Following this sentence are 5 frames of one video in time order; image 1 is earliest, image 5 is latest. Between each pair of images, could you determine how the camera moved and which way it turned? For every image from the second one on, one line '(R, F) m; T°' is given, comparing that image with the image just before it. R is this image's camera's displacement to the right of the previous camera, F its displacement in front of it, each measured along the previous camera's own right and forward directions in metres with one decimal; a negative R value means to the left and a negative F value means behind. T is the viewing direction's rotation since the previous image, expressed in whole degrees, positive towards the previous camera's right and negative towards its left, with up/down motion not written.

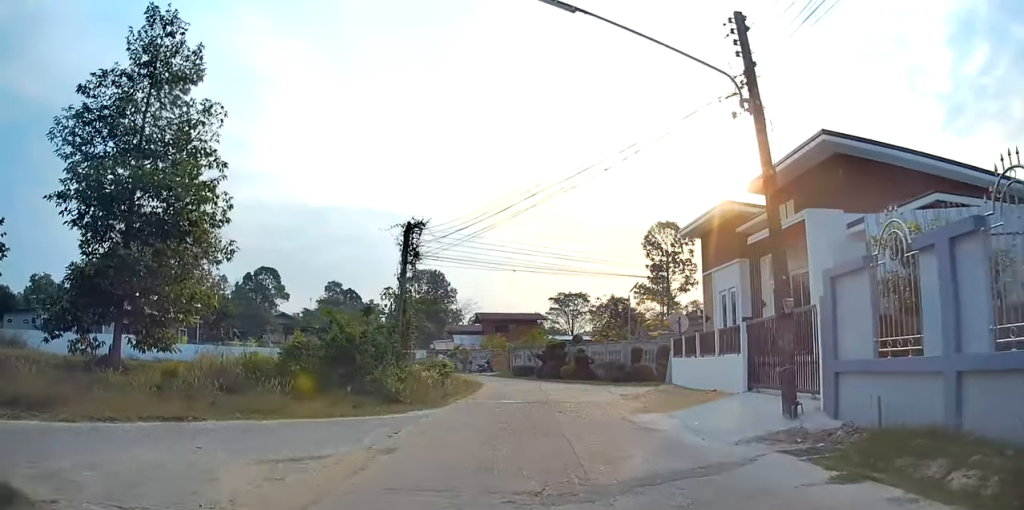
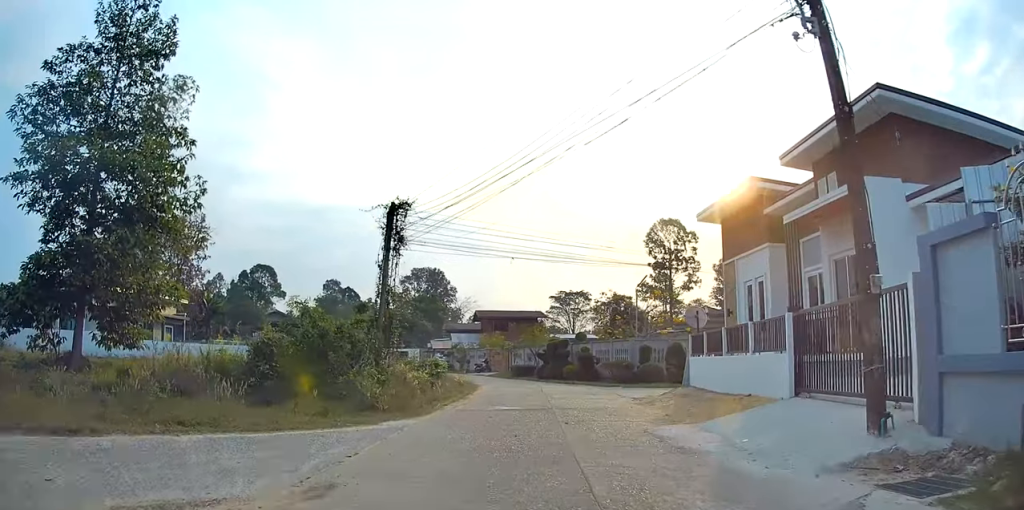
(0.0, +2.7) m; 0°
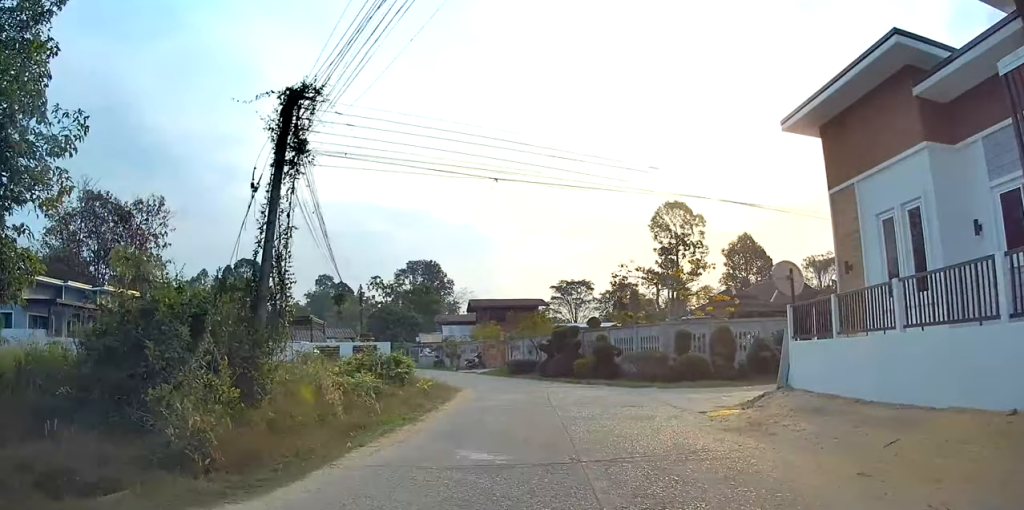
(0.0, +8.5) m; +1°
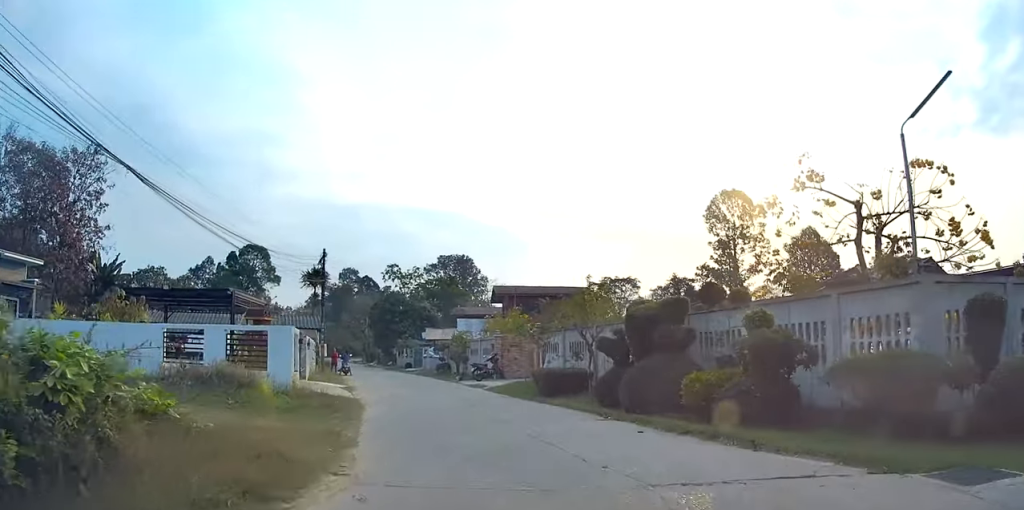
(+0.1, +16.2) m; -1°
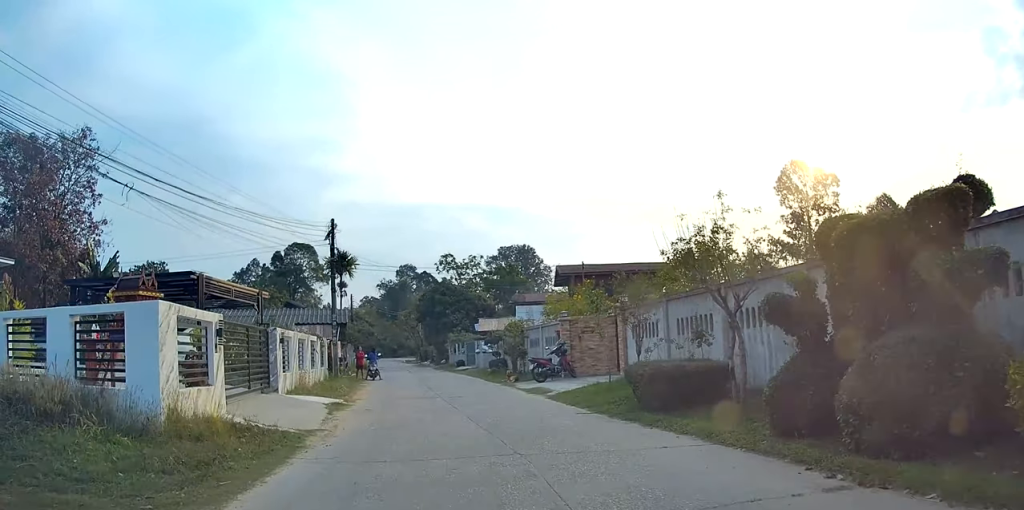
(0.0, +8.0) m; -3°
